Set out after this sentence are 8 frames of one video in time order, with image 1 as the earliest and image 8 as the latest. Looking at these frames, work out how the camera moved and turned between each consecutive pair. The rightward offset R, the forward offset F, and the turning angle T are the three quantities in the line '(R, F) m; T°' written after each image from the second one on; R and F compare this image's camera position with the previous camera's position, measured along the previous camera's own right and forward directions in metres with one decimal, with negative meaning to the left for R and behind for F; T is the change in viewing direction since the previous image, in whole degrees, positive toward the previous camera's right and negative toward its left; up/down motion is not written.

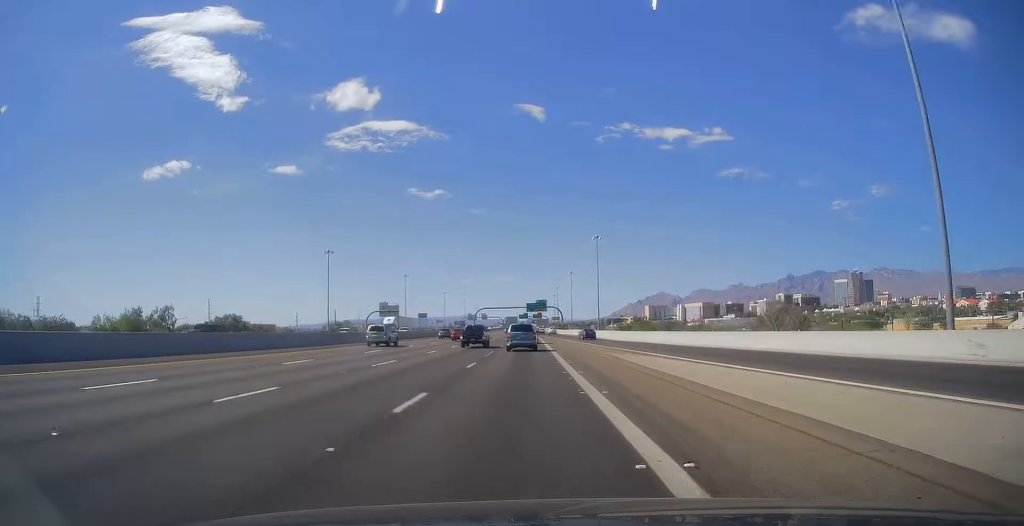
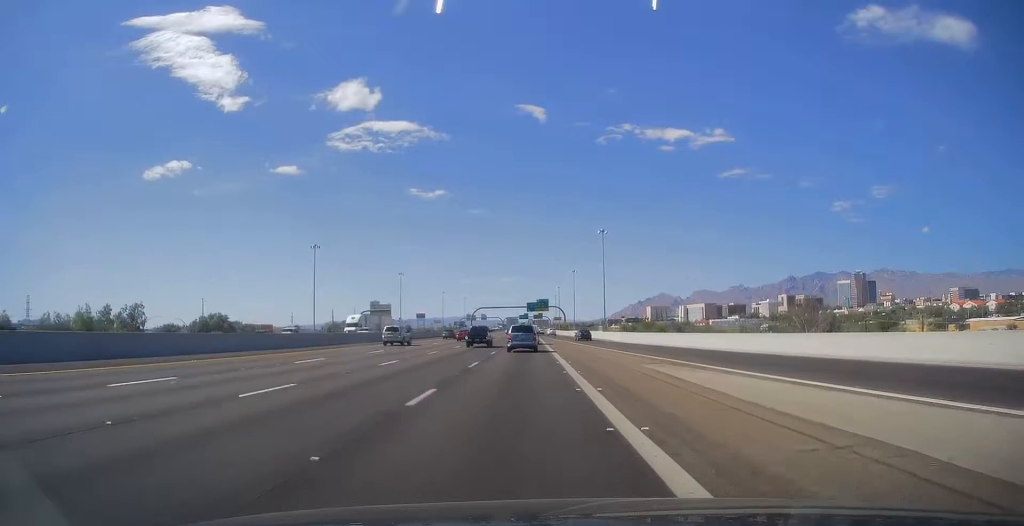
(0.0, +11.2) m; 0°
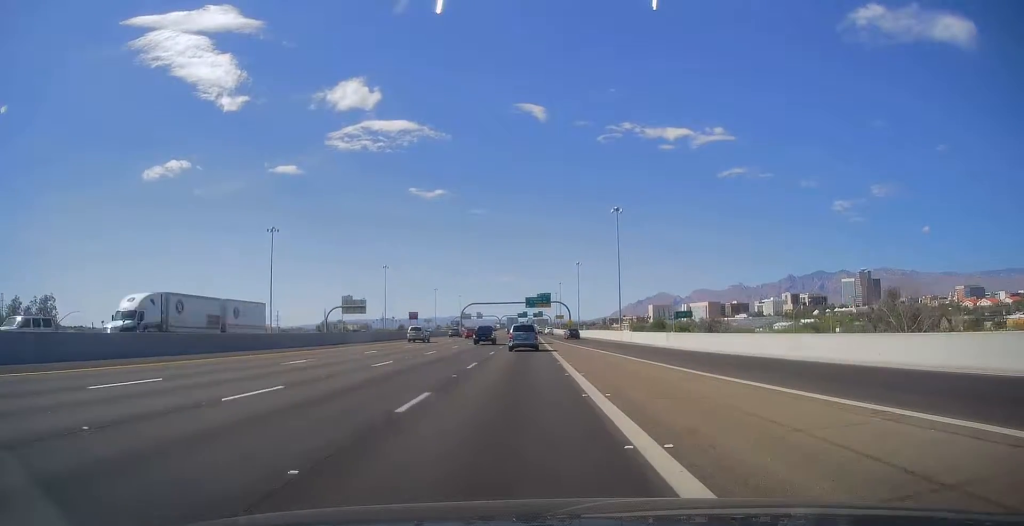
(0.0, +25.5) m; 0°
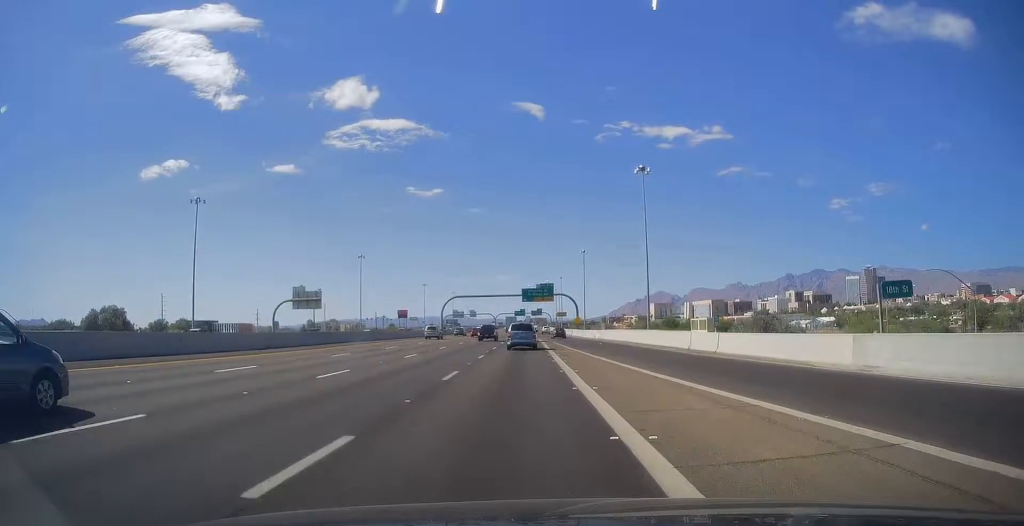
(0.0, +30.2) m; 0°
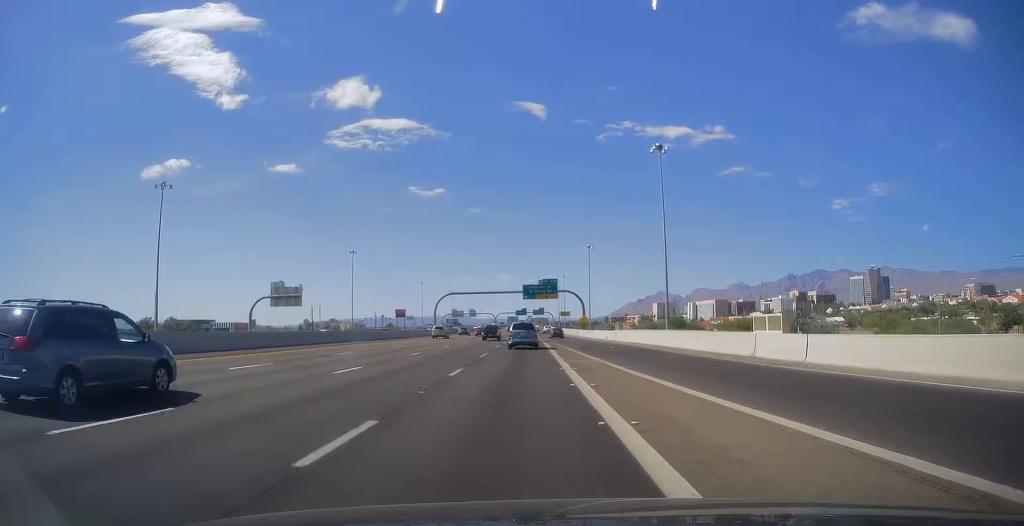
(0.0, +11.1) m; 0°
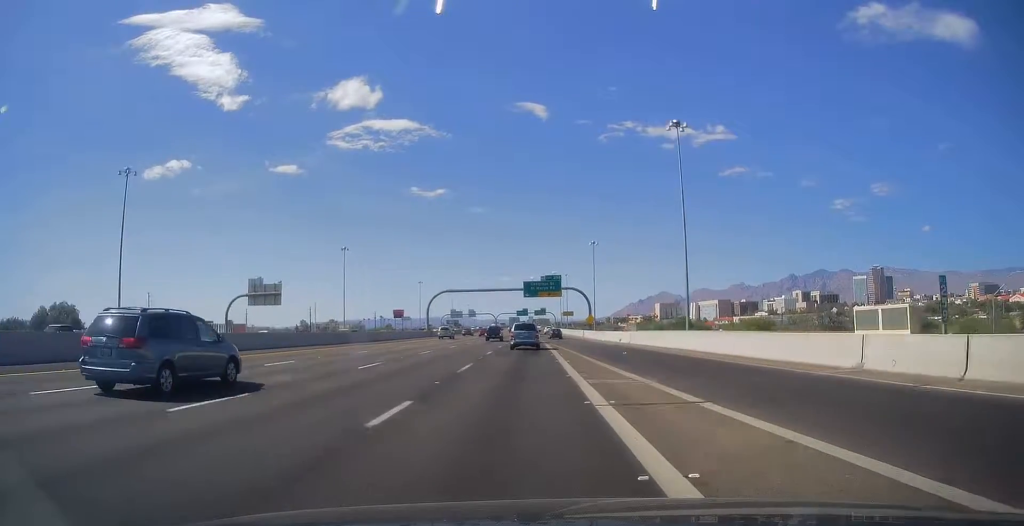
(0.0, +9.5) m; 0°
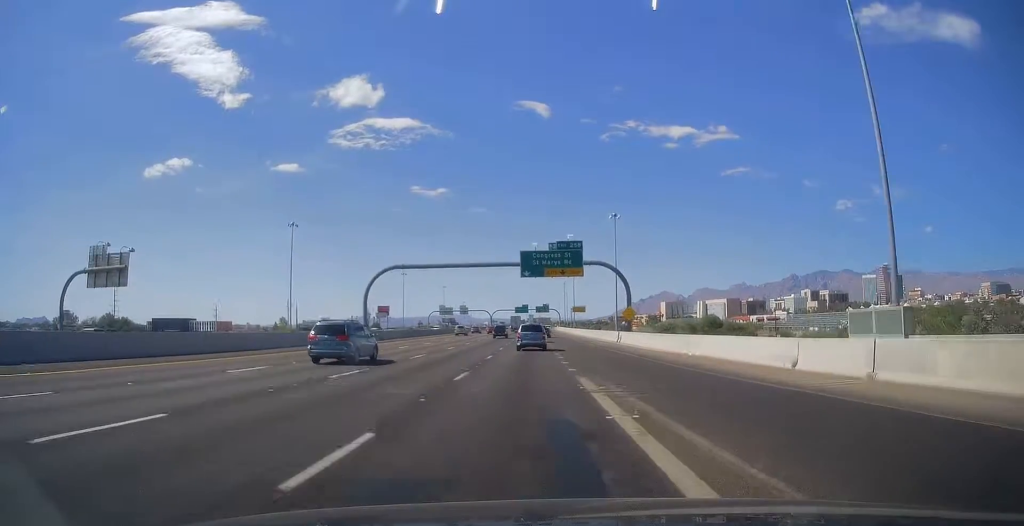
(-0.3, +40.4) m; -2°
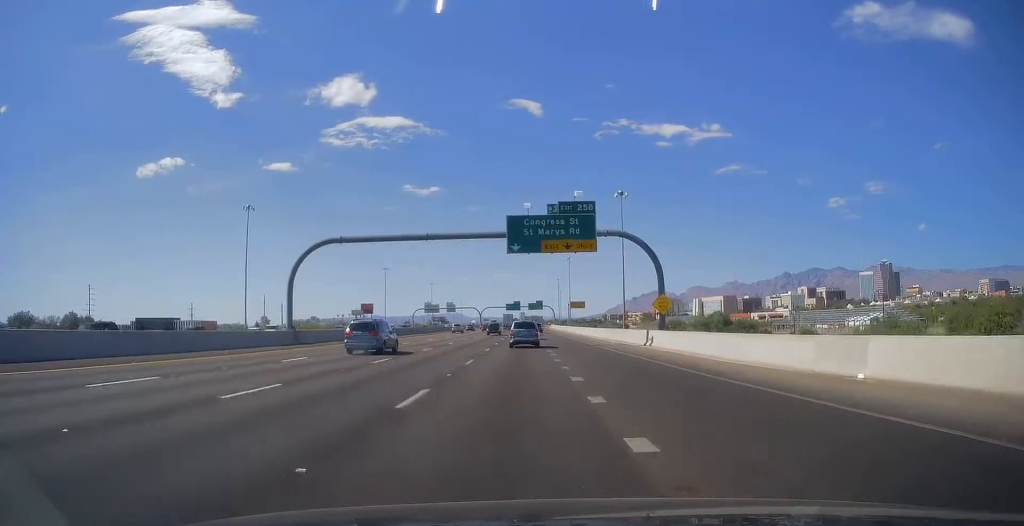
(-0.6, +19.1) m; 0°
